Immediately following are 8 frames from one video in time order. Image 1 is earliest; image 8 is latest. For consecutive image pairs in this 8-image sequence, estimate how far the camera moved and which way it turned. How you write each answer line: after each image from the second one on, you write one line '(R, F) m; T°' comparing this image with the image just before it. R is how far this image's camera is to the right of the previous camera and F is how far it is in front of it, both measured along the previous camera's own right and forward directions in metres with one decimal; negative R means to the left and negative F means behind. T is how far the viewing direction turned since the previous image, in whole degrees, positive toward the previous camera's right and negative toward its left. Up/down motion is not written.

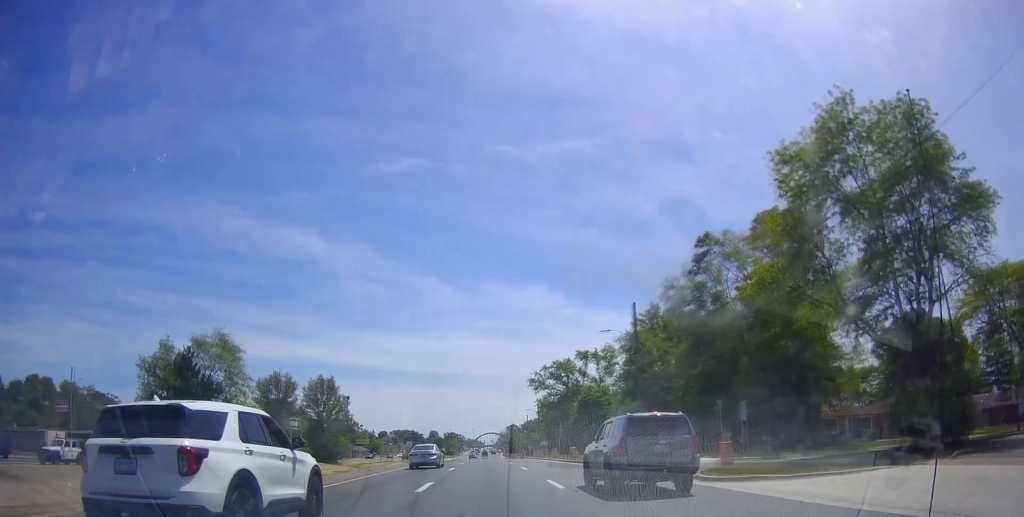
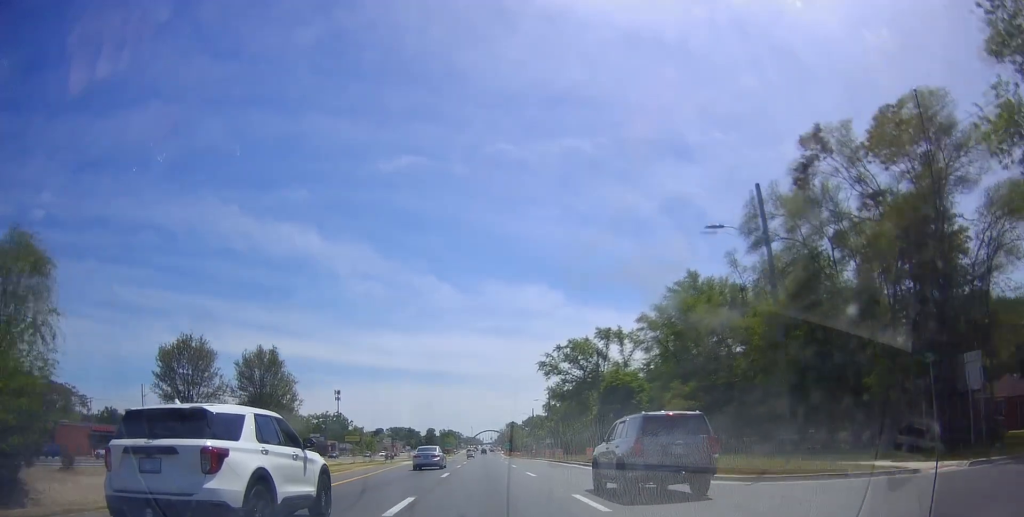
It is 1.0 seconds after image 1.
(-0.6, +19.3) m; -1°
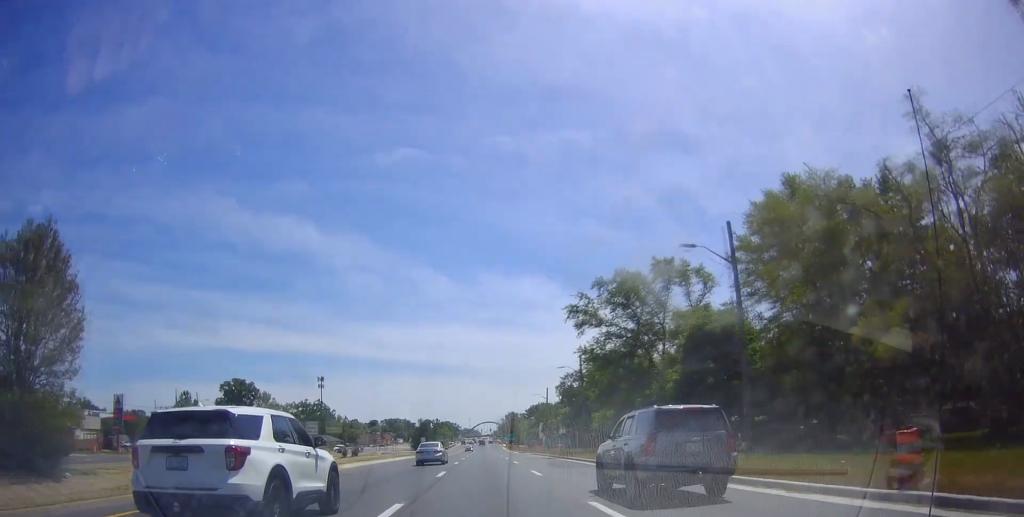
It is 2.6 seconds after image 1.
(+0.8, +29.8) m; +2°
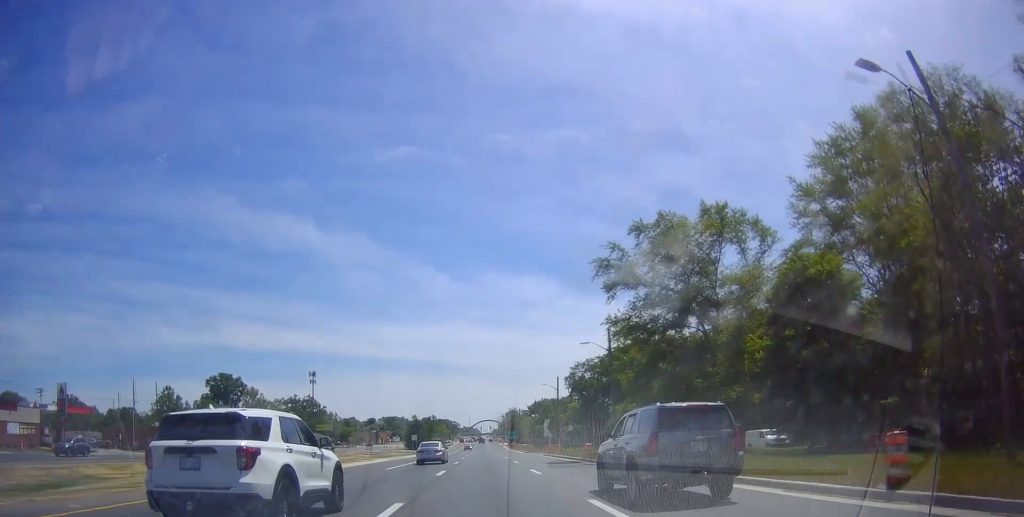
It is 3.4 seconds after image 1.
(0.0, +13.6) m; 0°
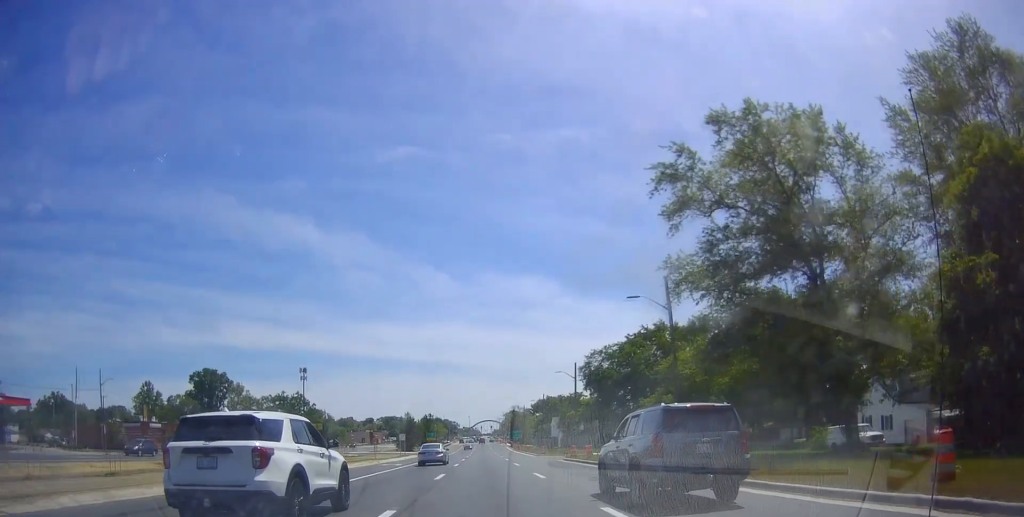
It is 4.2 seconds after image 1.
(0.0, +15.1) m; 0°
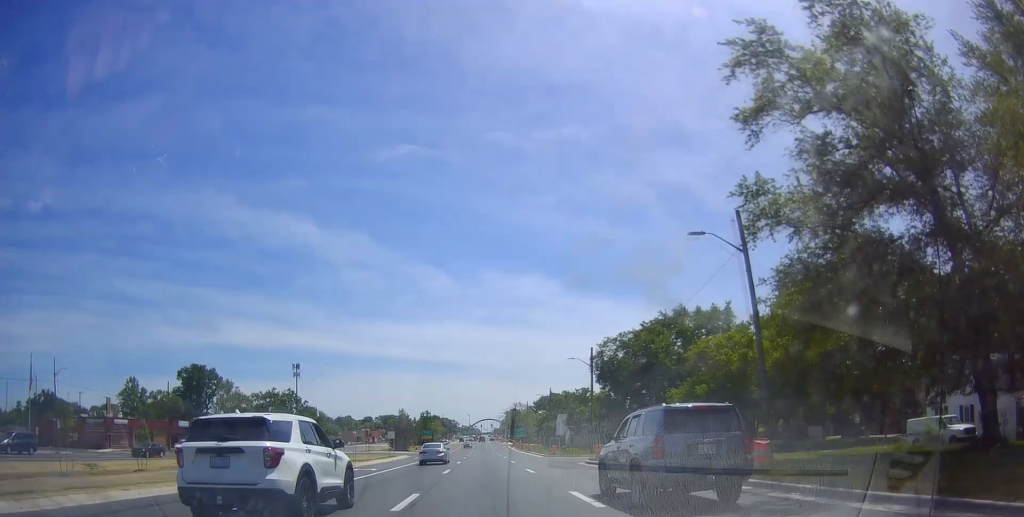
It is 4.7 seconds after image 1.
(0.0, +10.1) m; 0°
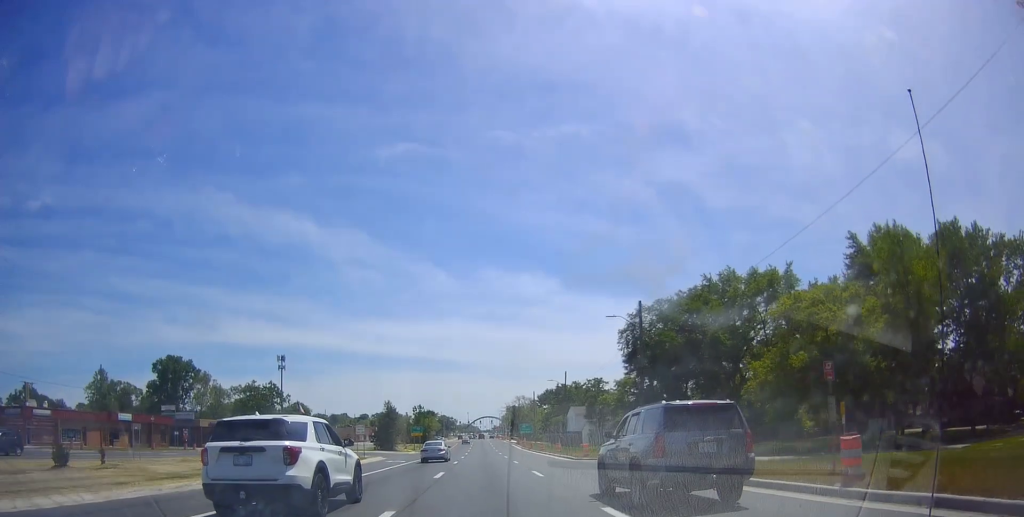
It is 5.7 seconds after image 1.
(-0.1, +18.4) m; -1°
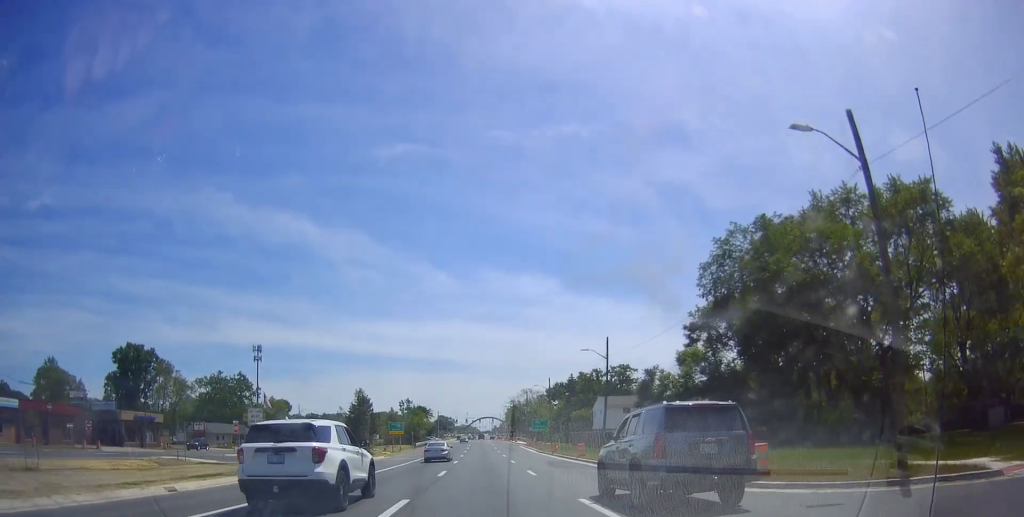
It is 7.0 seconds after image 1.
(0.0, +26.2) m; +1°
